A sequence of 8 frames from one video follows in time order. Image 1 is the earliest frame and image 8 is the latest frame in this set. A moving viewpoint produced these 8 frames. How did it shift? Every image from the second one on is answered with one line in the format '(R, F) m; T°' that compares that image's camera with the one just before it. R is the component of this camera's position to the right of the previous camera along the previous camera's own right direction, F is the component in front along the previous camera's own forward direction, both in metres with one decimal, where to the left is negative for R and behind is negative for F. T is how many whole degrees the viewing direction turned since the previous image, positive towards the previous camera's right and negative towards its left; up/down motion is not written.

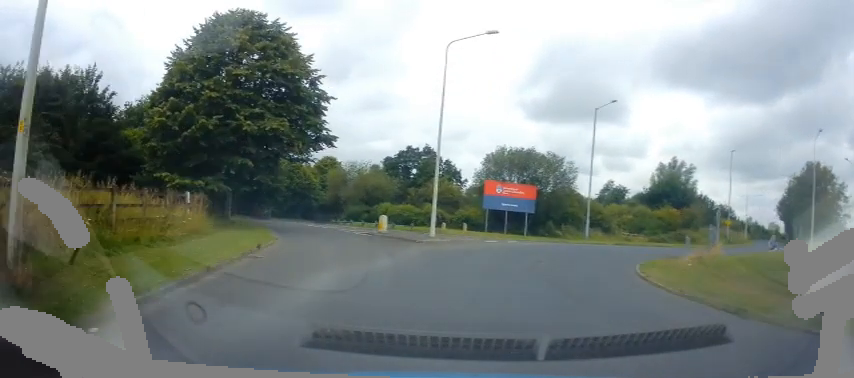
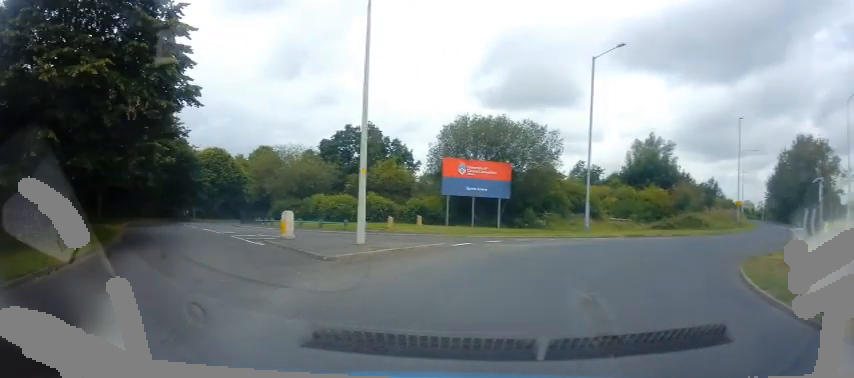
(+0.1, +9.5) m; +3°
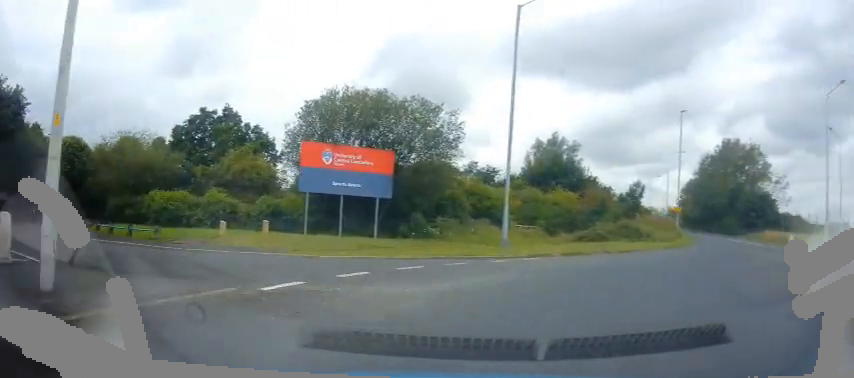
(+0.6, +7.9) m; +18°
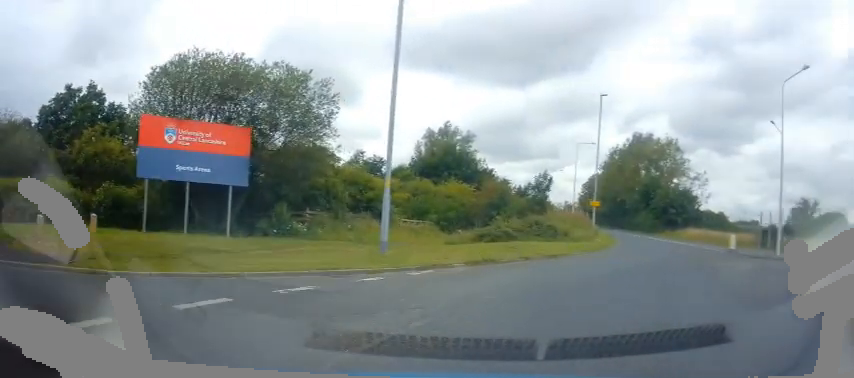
(+0.6, +4.7) m; +15°
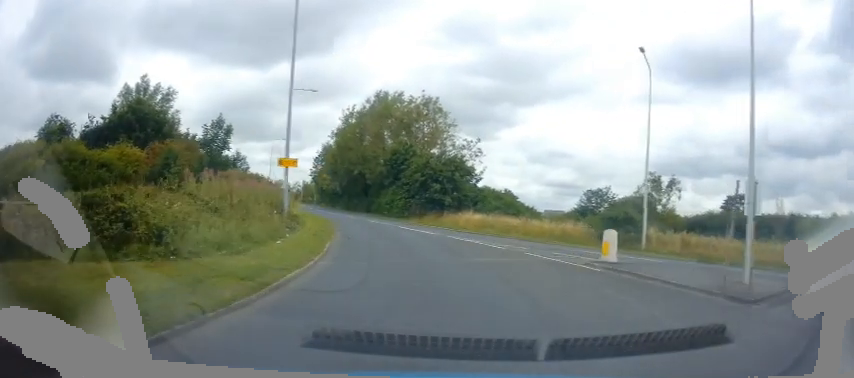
(+5.0, +17.4) m; +19°
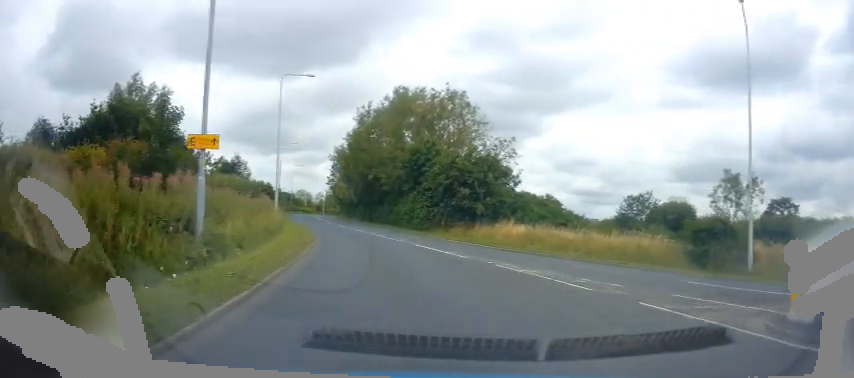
(-0.1, +8.0) m; -6°
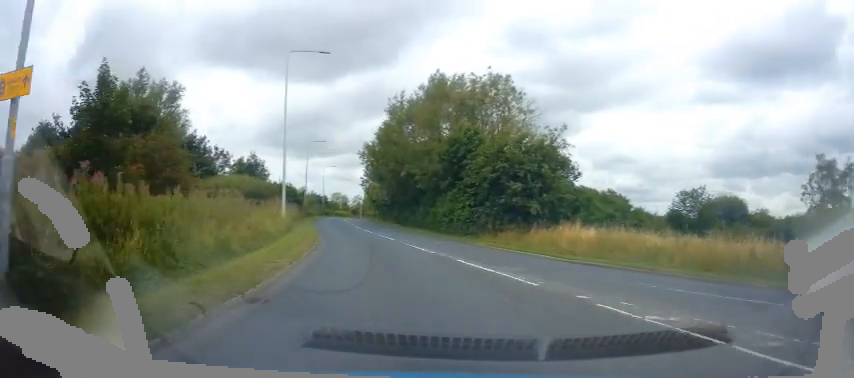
(-0.3, +5.9) m; -6°
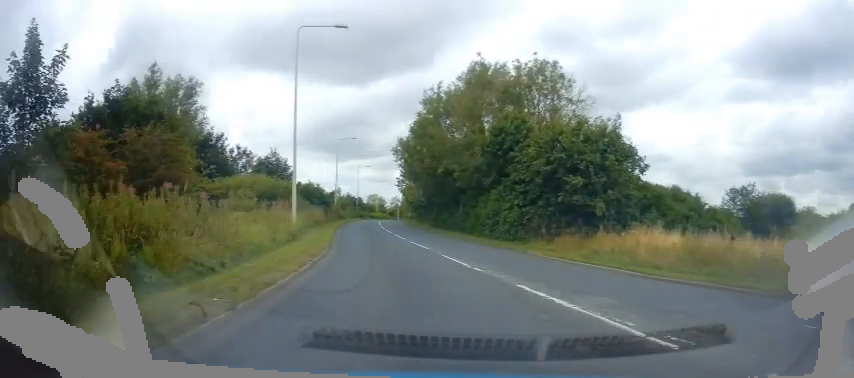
(-0.3, +4.7) m; -3°
